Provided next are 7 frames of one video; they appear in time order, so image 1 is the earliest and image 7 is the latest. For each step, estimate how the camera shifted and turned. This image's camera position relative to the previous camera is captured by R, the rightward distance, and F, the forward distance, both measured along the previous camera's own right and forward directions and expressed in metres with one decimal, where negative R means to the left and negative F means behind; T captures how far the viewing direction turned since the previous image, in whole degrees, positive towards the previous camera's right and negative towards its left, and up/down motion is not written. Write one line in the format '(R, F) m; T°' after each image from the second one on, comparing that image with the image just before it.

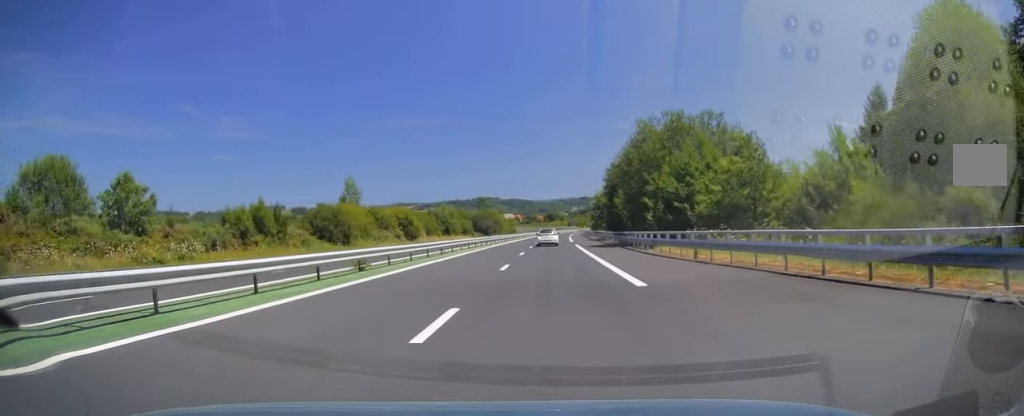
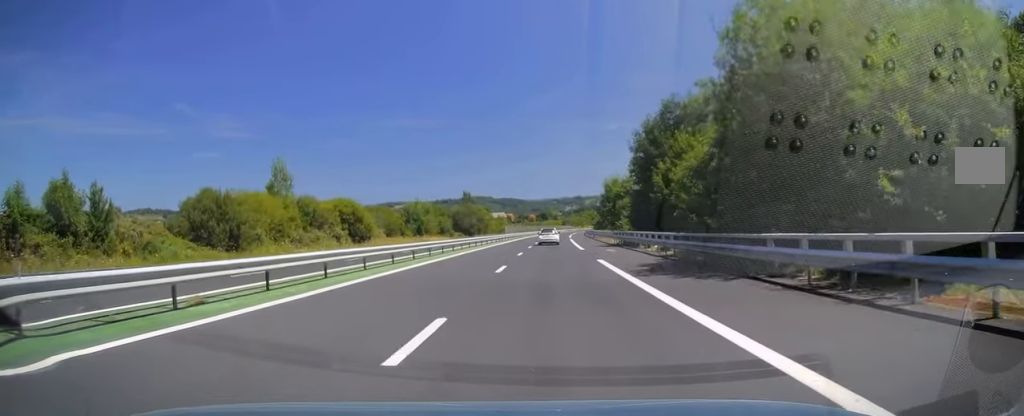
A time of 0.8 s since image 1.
(+0.1, +27.3) m; +1°
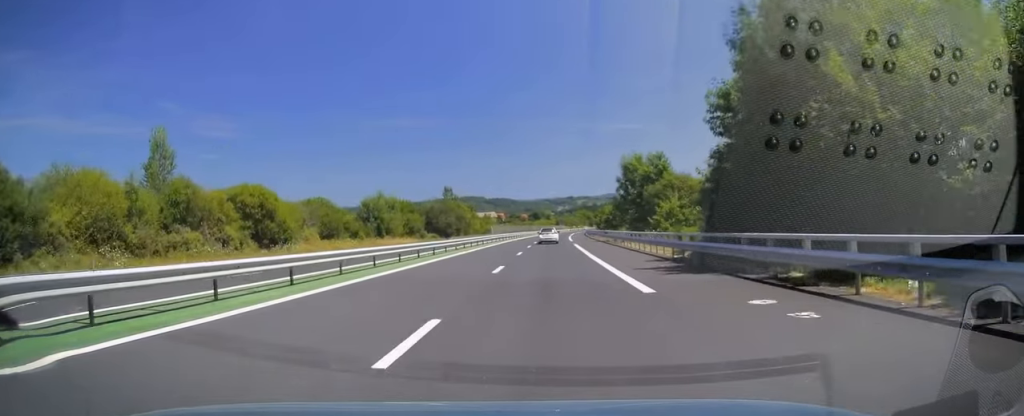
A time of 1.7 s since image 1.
(+0.2, +26.3) m; +1°
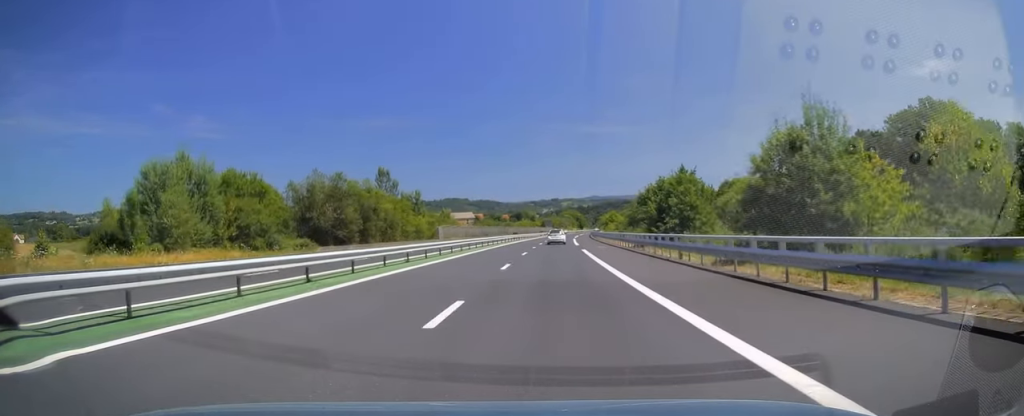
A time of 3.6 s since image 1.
(+0.1, +62.8) m; +1°
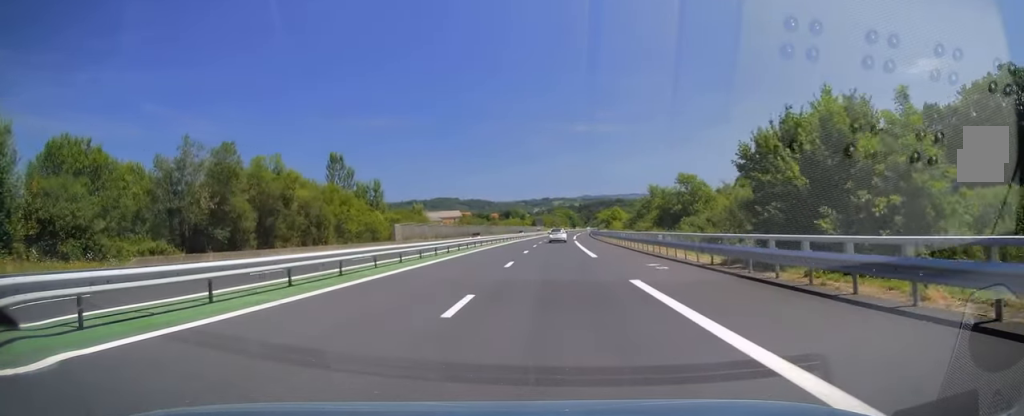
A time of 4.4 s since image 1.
(+0.3, +25.2) m; +1°
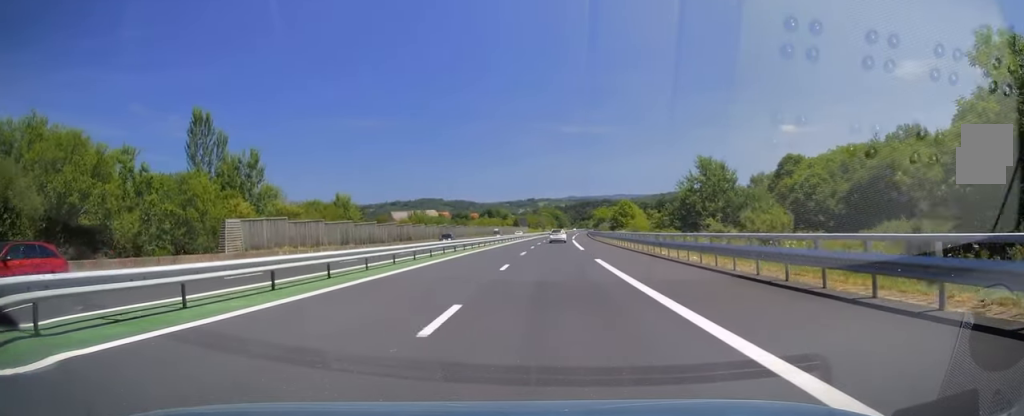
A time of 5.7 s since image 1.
(+0.6, +40.7) m; +1°
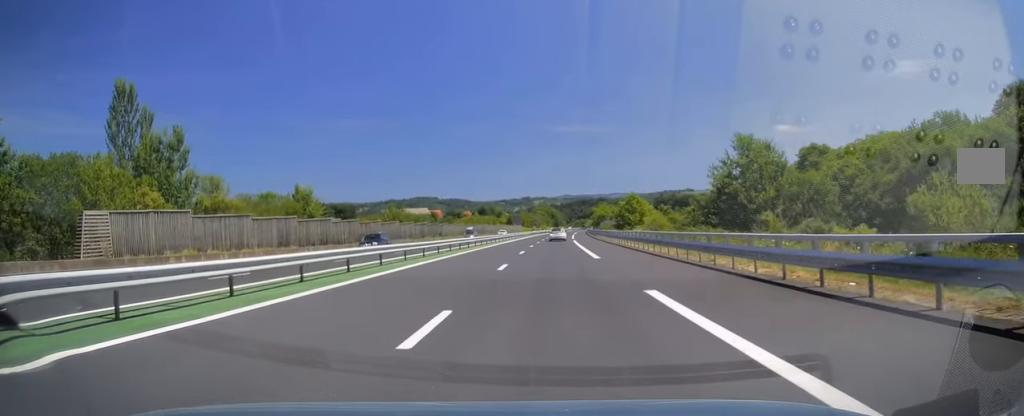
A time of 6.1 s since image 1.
(0.0, +14.0) m; 0°
